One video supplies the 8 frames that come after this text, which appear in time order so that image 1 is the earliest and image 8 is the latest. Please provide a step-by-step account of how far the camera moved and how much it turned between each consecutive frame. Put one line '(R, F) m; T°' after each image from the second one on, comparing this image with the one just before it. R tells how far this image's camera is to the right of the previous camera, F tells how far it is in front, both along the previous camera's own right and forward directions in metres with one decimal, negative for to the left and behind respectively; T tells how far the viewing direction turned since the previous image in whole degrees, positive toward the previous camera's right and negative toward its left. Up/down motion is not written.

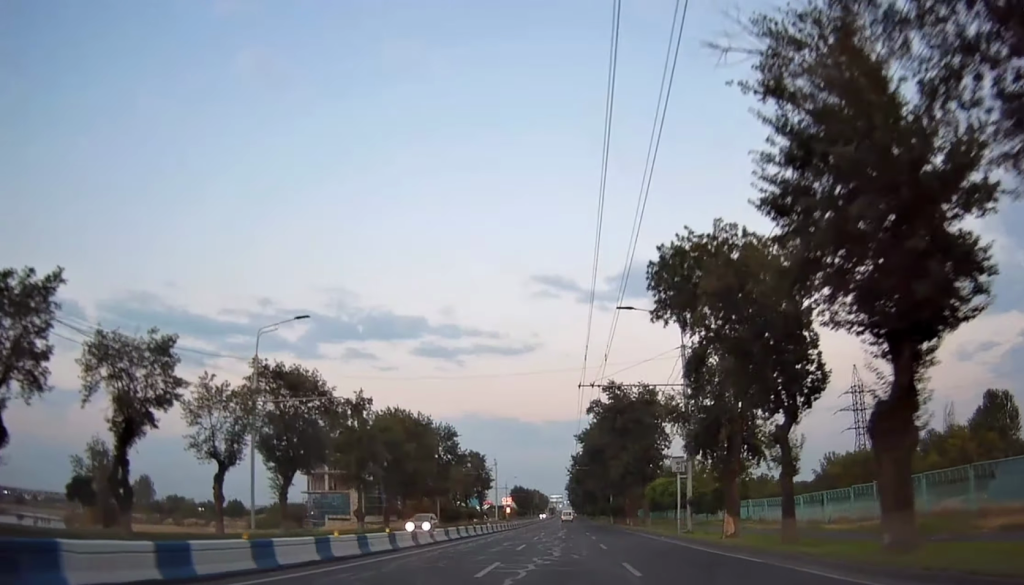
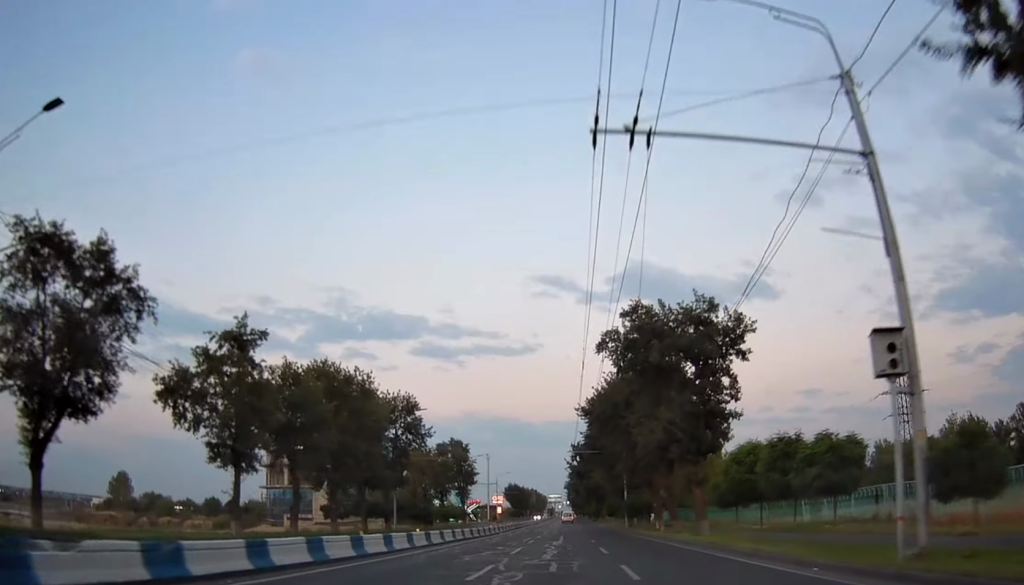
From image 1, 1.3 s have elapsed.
(-0.2, +22.8) m; 0°
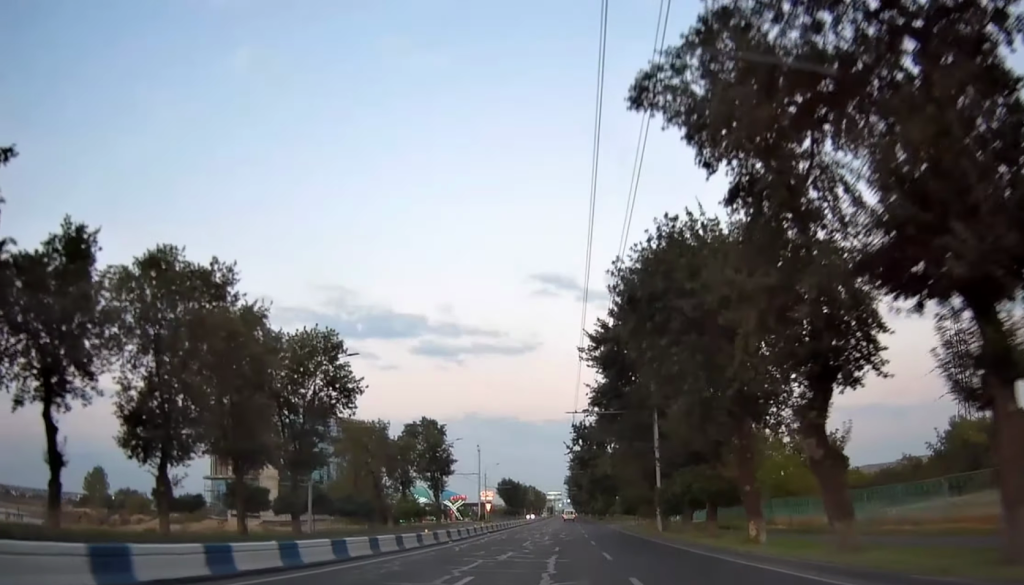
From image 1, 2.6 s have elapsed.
(+0.2, +23.3) m; +1°
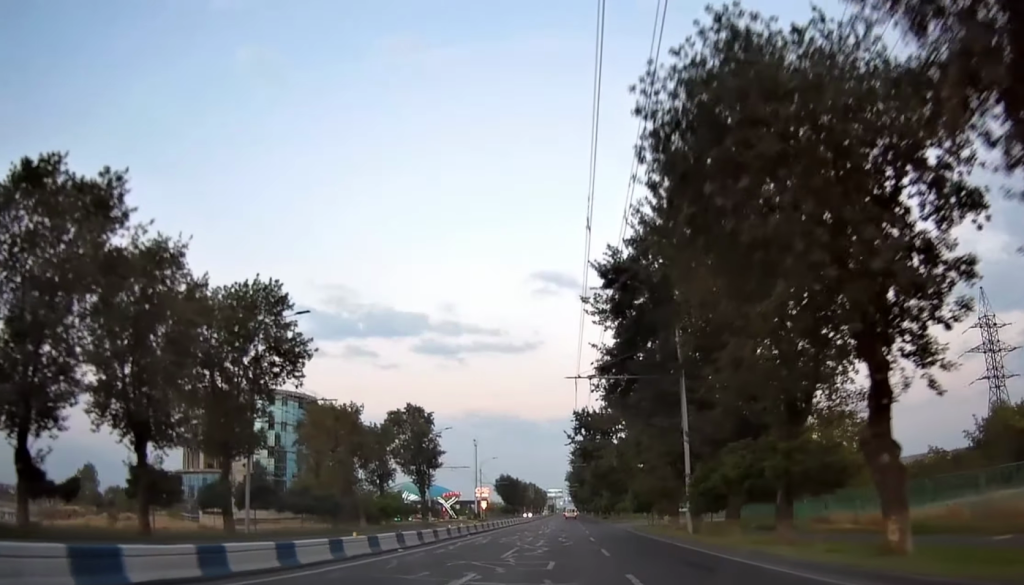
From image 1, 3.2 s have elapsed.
(0.0, +9.7) m; 0°
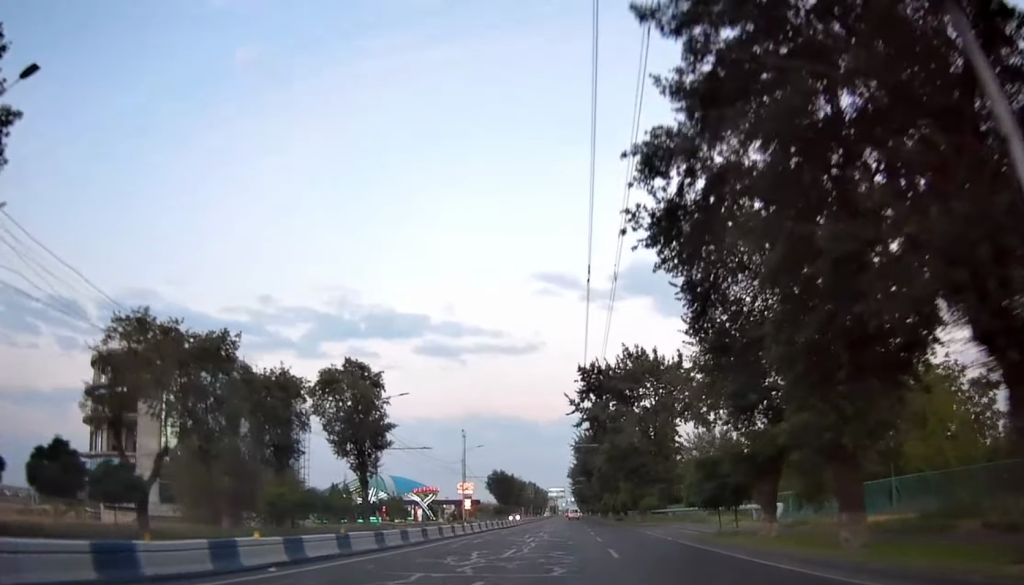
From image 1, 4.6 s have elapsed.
(+0.2, +25.2) m; +1°
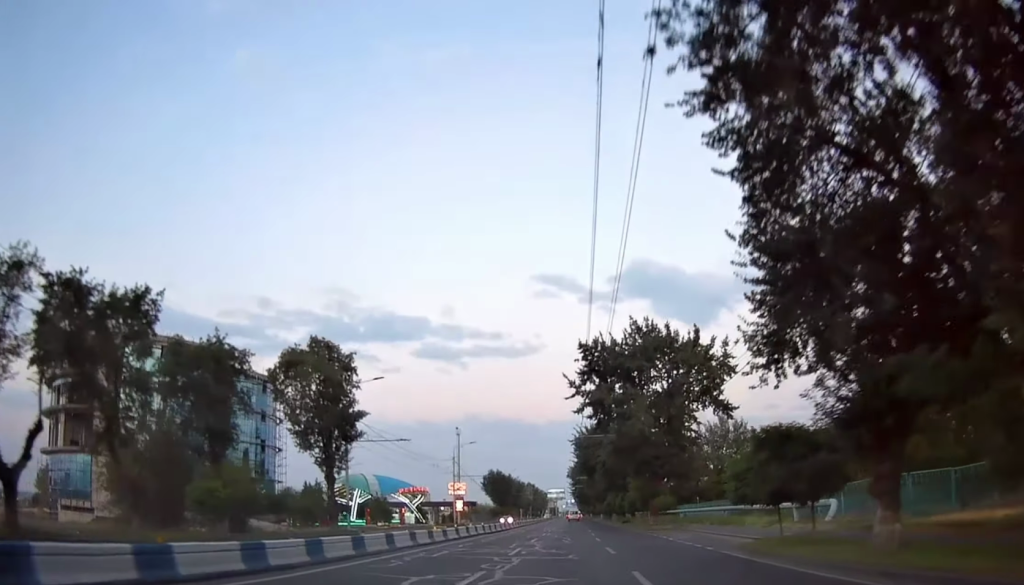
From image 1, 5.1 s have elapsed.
(0.0, +8.6) m; 0°
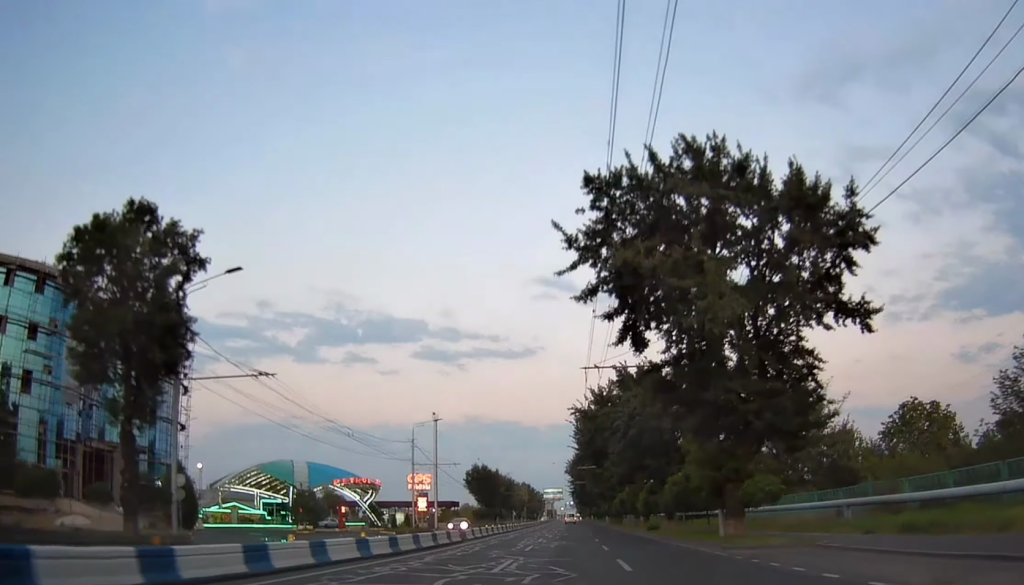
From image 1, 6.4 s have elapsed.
(-0.2, +25.6) m; -2°
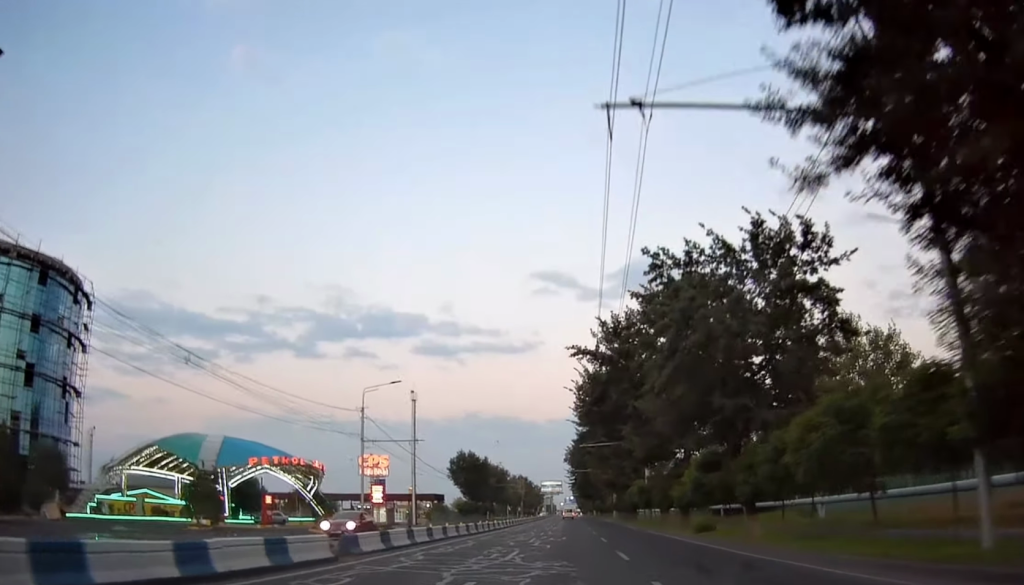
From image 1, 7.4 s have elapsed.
(-0.3, +18.5) m; 0°
